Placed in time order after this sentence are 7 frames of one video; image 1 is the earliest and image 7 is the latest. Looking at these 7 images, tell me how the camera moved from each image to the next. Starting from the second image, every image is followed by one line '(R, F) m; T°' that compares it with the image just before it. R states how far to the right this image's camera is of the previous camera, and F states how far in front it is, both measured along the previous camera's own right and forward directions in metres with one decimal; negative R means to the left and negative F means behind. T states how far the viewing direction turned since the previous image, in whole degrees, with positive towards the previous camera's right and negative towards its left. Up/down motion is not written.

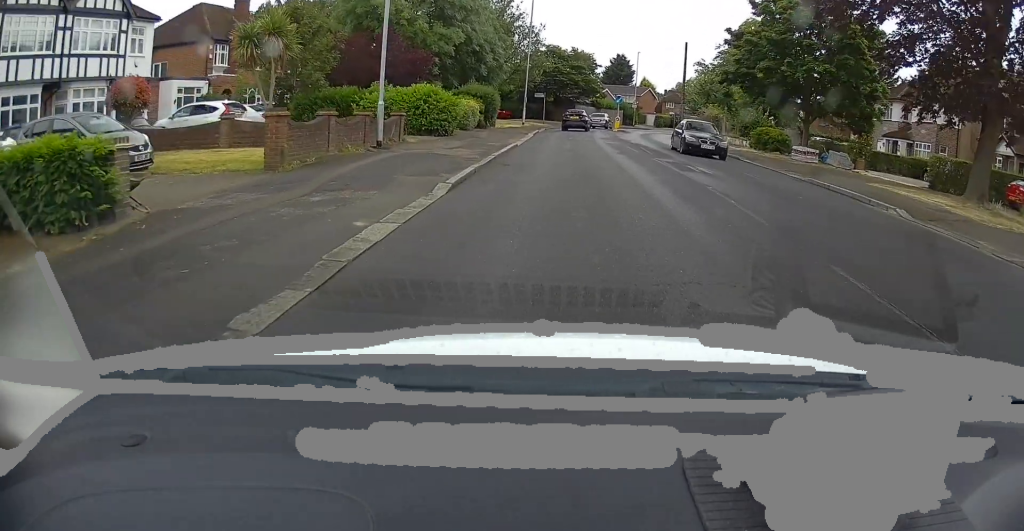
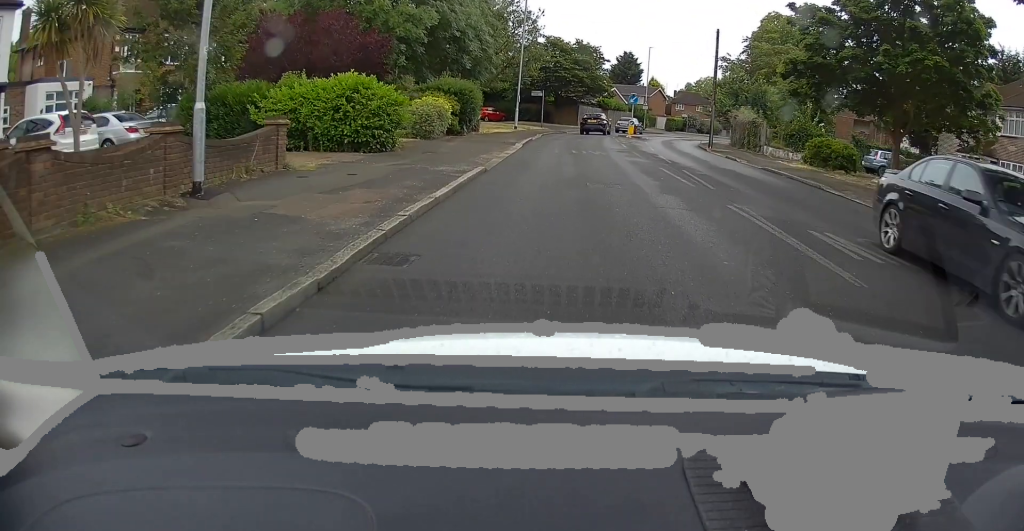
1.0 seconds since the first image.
(+0.1, +10.0) m; 0°
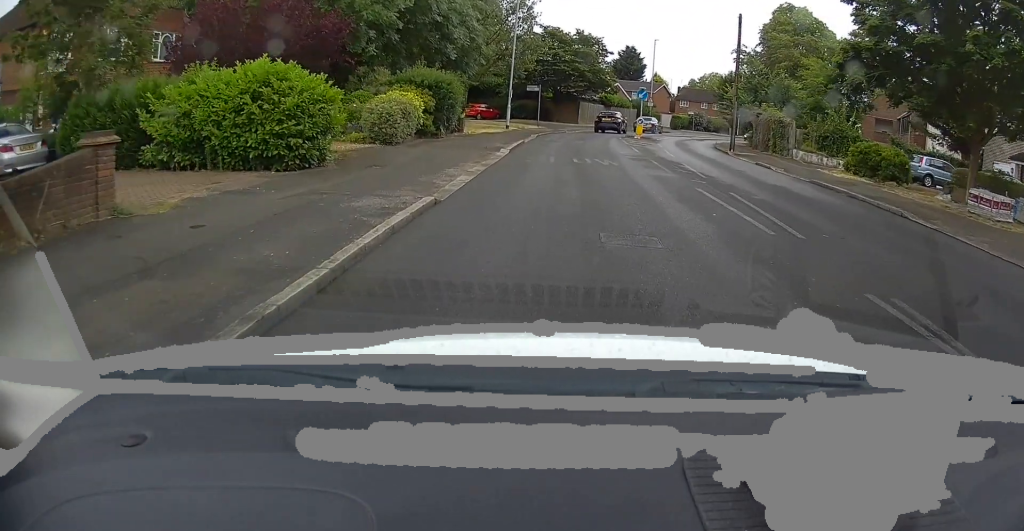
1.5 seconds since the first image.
(0.0, +5.2) m; 0°
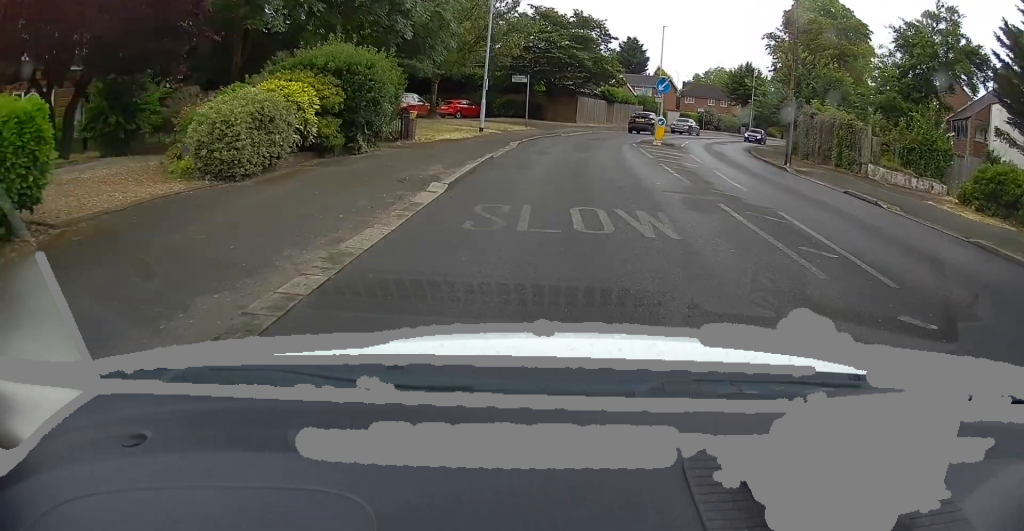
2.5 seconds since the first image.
(-0.2, +9.5) m; 0°
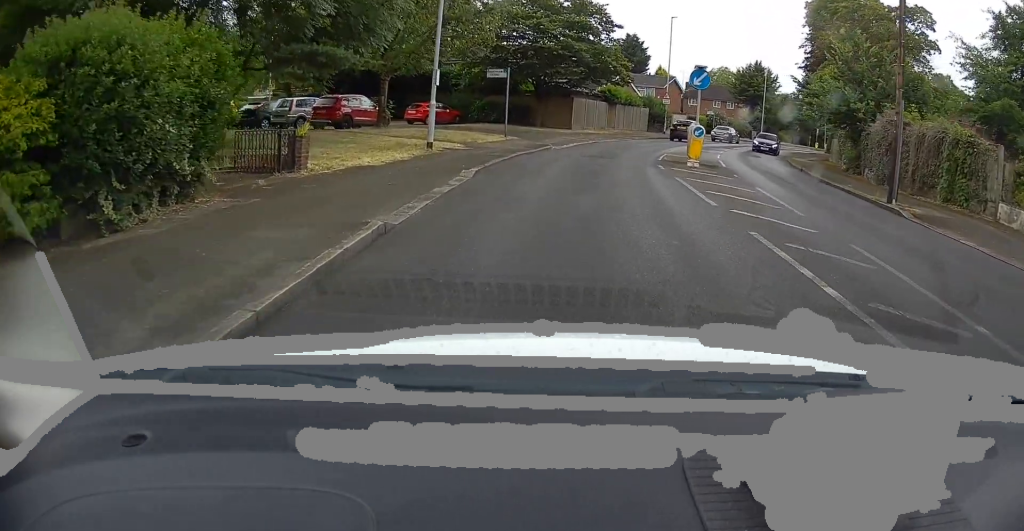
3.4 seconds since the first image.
(+0.2, +9.2) m; +3°
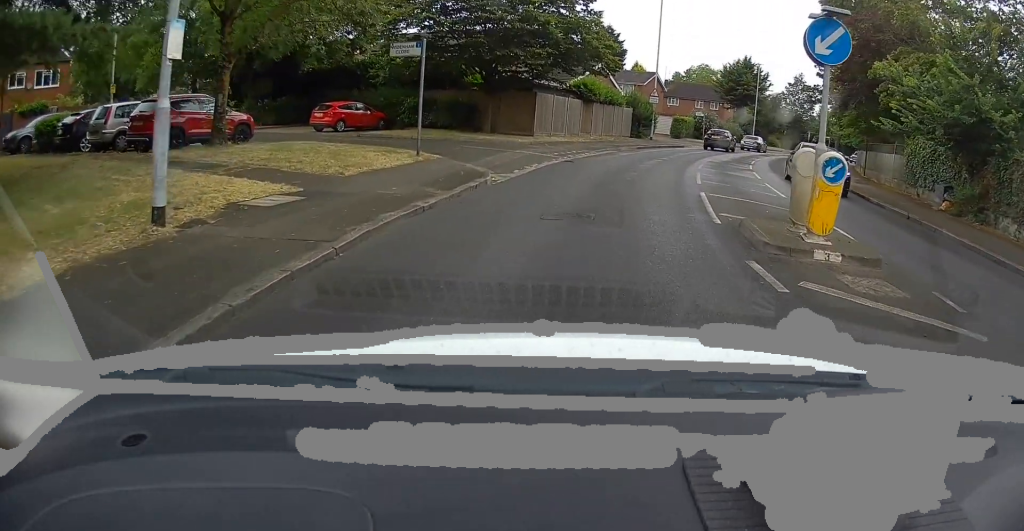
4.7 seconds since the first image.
(+0.3, +11.1) m; +3°
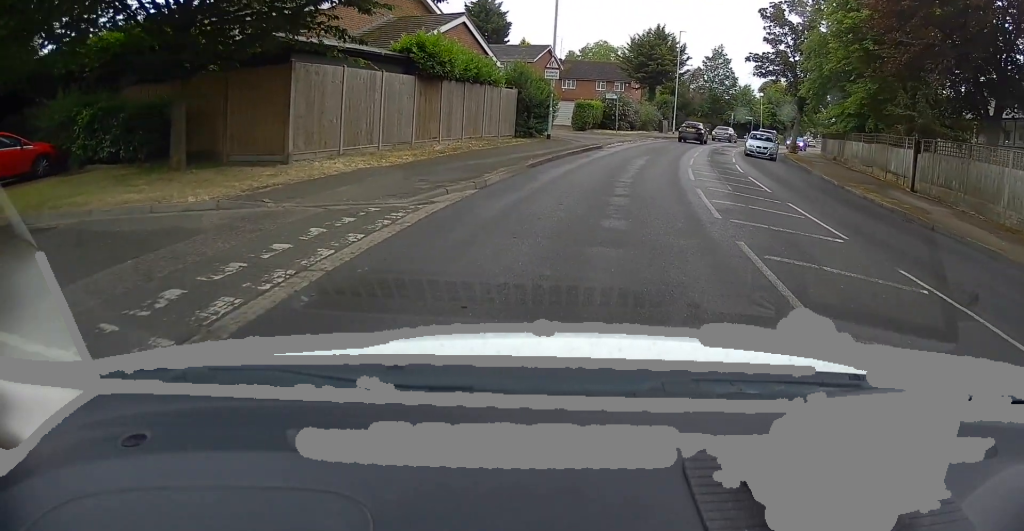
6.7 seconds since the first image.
(+1.4, +17.4) m; +10°
